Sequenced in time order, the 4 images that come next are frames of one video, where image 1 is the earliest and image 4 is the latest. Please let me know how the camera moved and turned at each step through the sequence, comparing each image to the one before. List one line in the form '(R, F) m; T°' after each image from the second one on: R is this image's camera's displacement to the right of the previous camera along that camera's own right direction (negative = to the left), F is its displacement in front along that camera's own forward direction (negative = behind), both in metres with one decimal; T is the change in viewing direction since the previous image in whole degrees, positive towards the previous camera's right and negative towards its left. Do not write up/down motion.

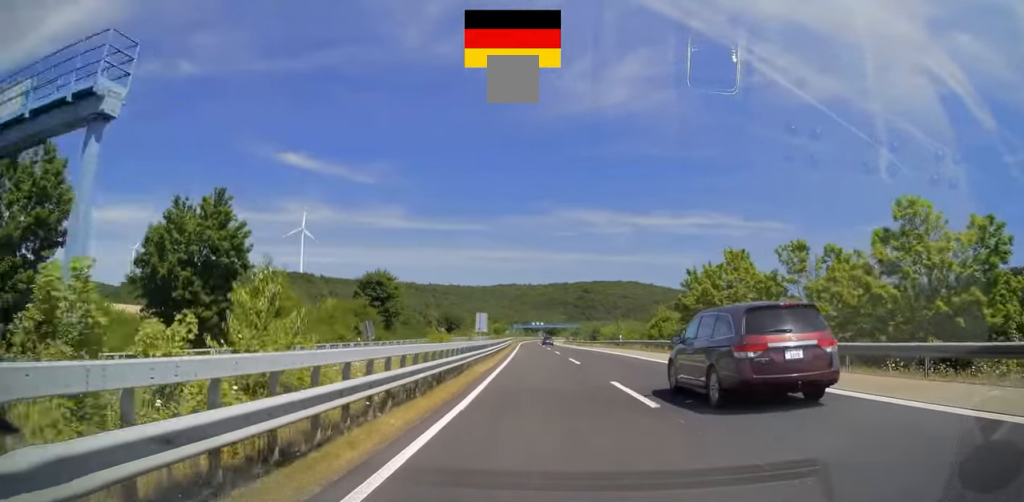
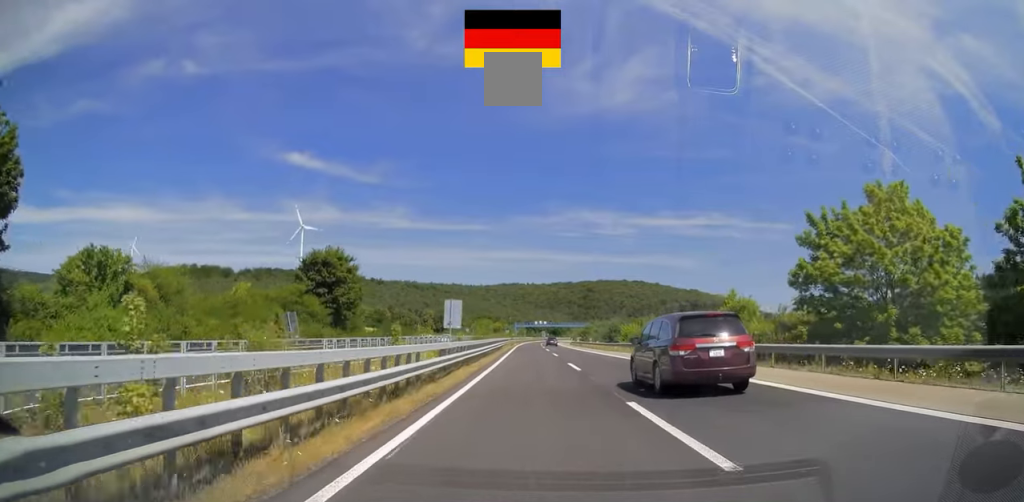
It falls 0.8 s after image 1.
(-0.3, +23.4) m; -1°
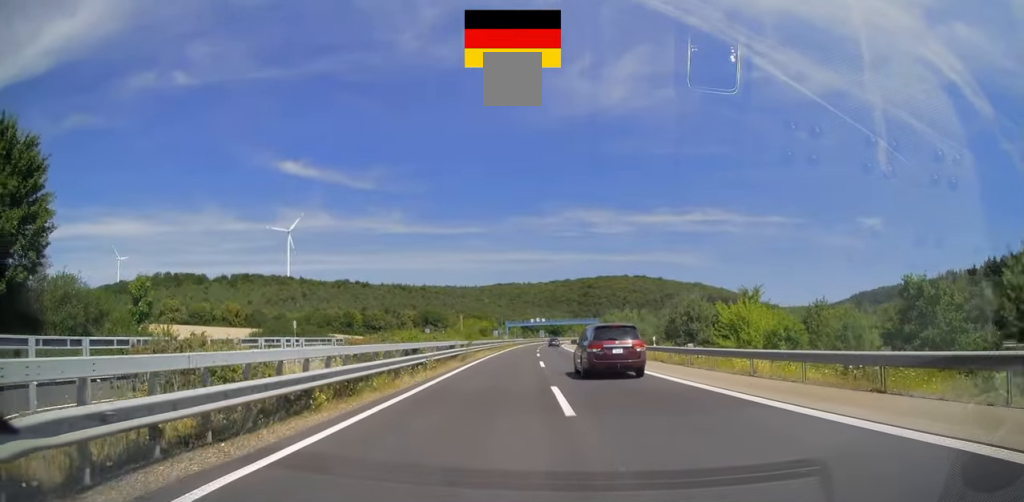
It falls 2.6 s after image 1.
(-0.7, +49.9) m; 0°
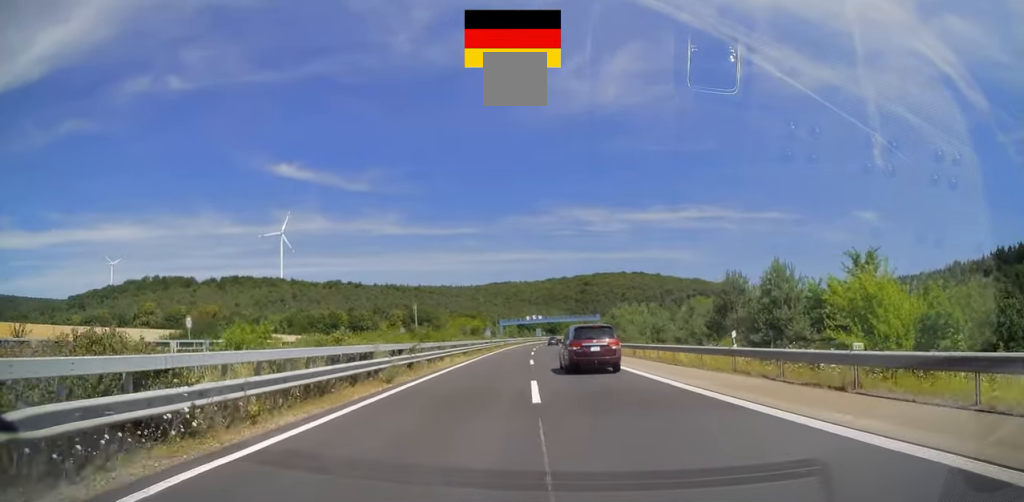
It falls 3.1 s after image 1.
(+0.3, +15.9) m; 0°
